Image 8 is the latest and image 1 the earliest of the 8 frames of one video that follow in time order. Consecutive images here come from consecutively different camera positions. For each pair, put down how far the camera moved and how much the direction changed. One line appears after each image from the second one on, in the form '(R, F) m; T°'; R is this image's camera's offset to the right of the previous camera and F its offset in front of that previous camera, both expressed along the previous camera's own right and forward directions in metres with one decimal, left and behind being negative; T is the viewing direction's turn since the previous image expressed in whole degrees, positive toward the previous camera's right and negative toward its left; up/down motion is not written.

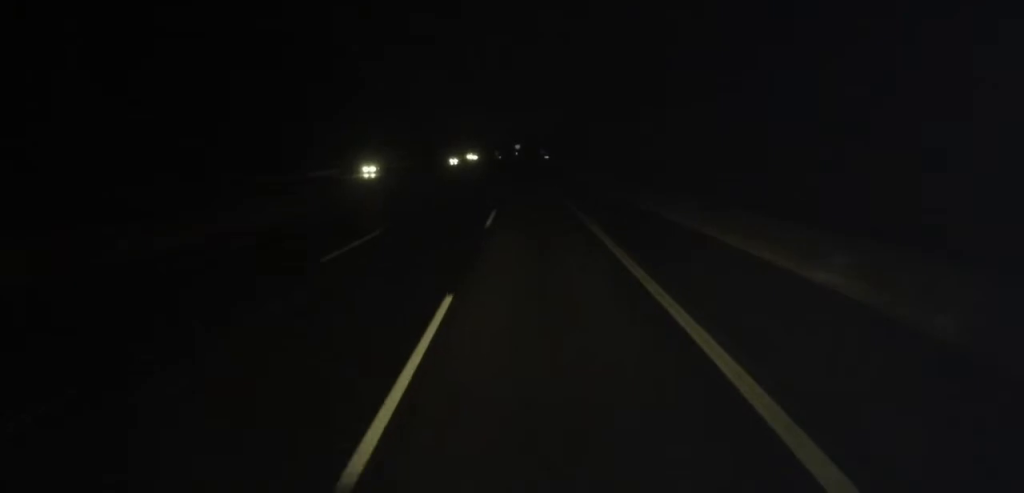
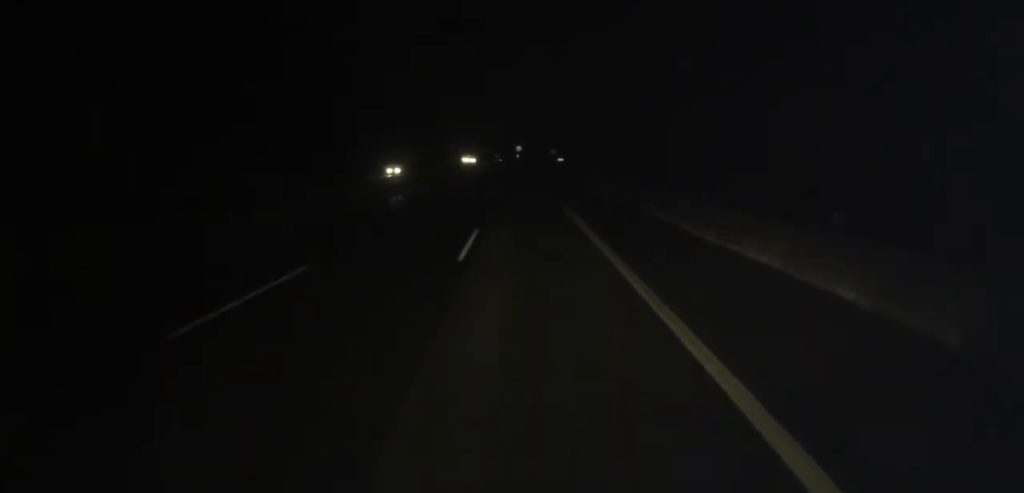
(-0.1, +41.4) m; 0°
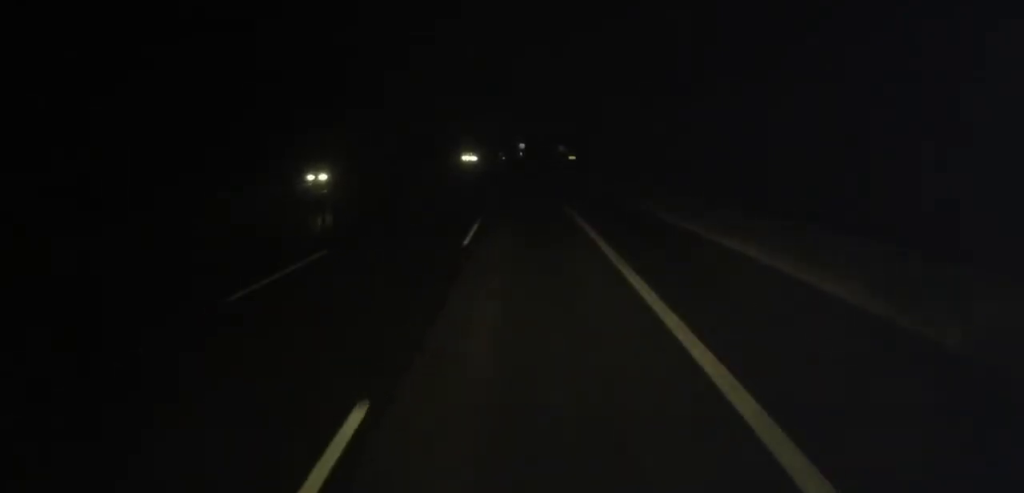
(+0.1, +15.6) m; 0°
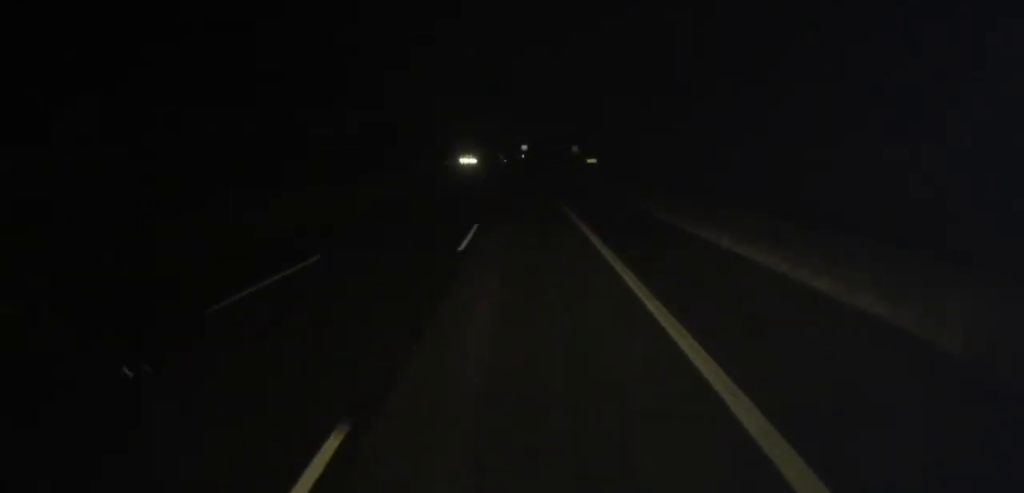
(-0.5, +17.8) m; 0°
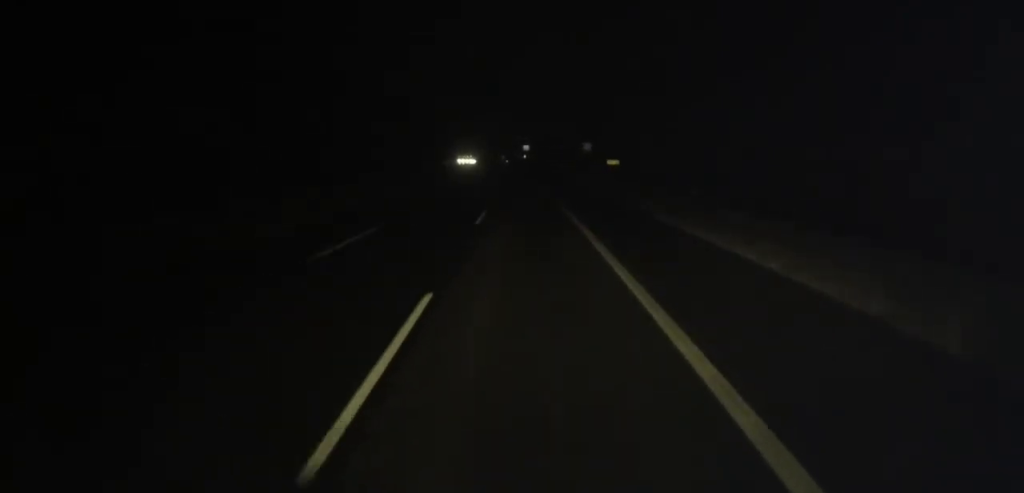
(+0.3, +11.7) m; 0°
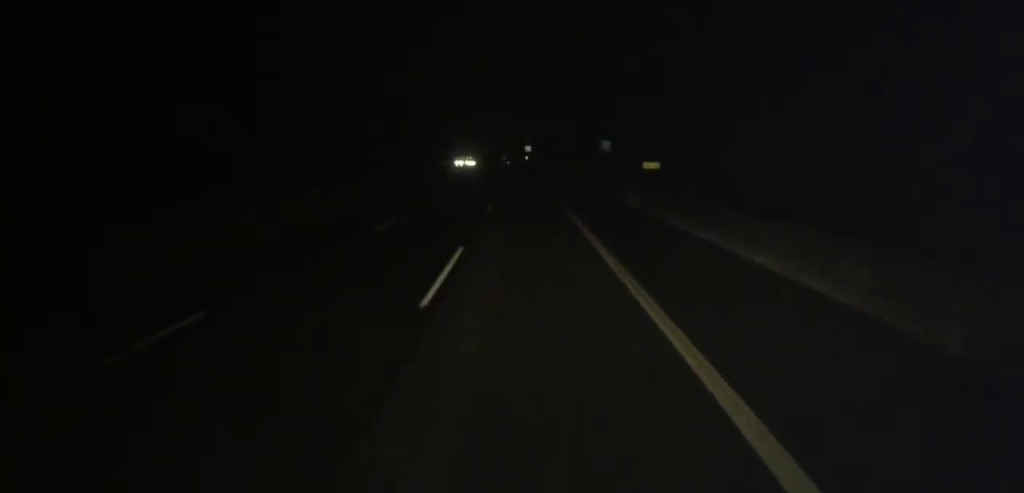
(+0.2, +11.7) m; 0°
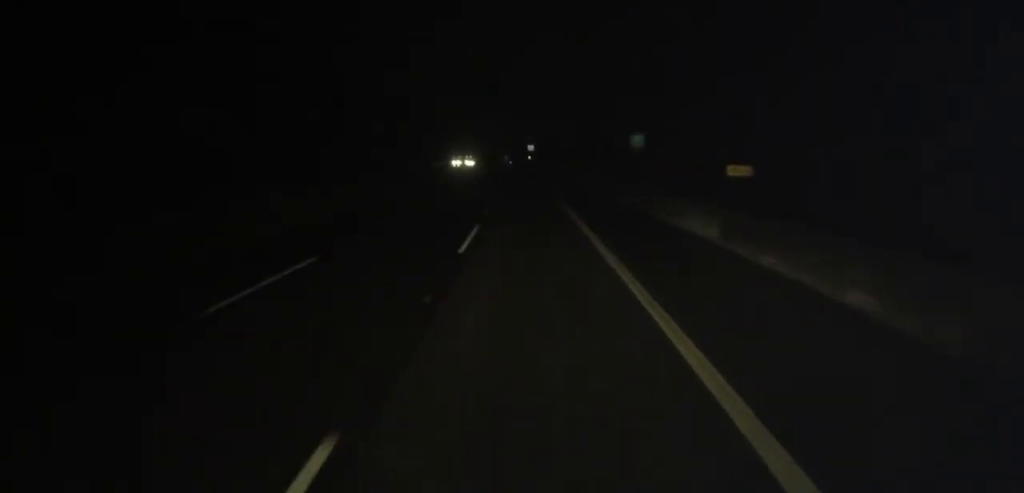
(-0.1, +11.7) m; 0°
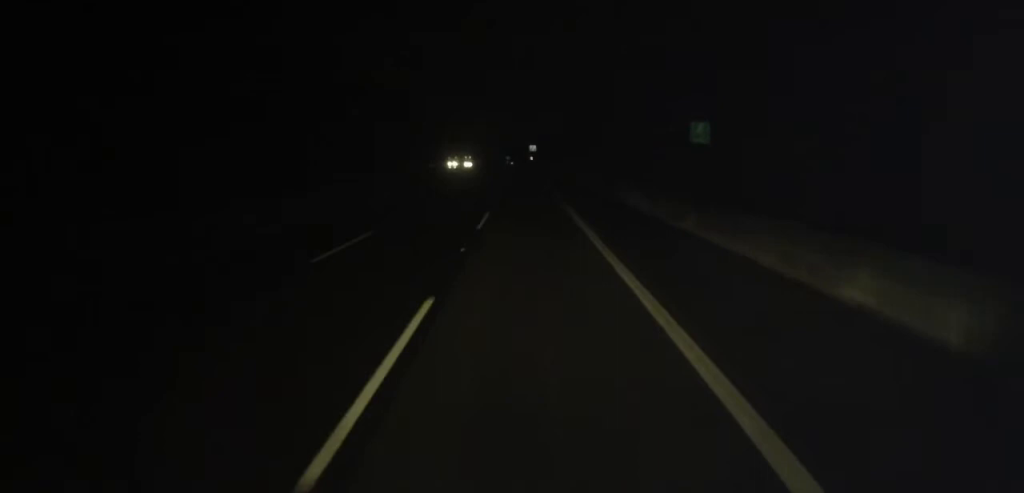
(-0.1, +11.7) m; 0°
